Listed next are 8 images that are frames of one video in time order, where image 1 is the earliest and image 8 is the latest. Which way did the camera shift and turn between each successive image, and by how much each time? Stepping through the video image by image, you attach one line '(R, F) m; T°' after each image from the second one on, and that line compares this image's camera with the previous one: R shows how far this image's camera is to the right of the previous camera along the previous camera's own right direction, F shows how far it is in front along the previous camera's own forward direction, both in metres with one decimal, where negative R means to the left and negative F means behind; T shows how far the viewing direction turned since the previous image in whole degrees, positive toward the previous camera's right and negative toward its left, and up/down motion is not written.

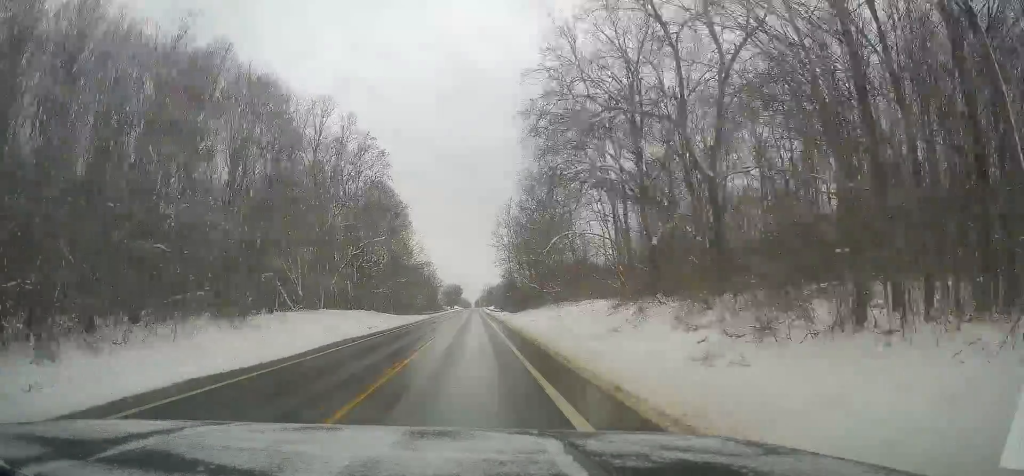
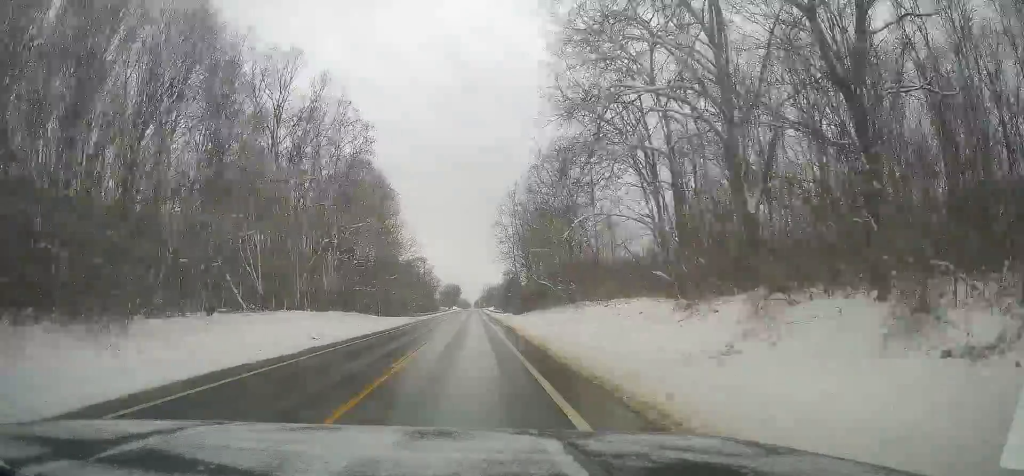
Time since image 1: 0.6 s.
(0.0, +14.3) m; 0°
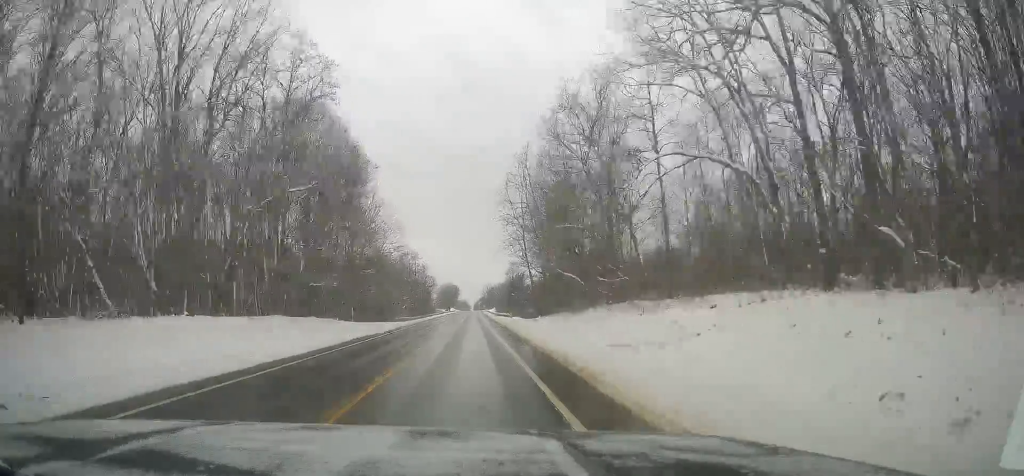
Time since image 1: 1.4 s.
(+0.4, +21.9) m; 0°
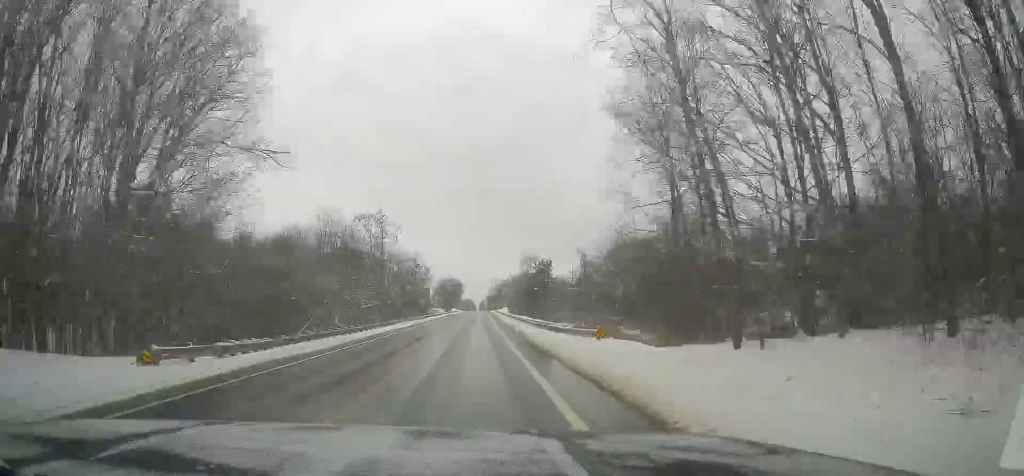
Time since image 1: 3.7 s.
(-0.2, +55.9) m; 0°
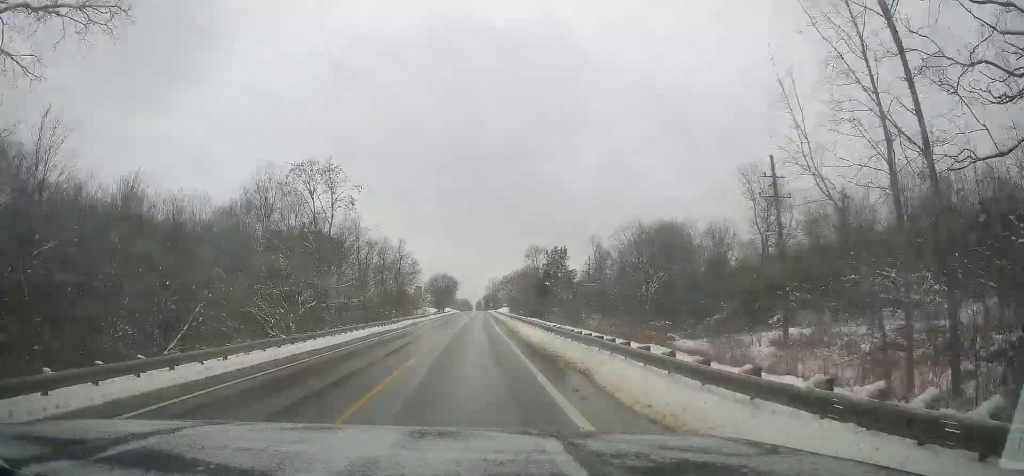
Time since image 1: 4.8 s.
(-0.2, +27.3) m; 0°
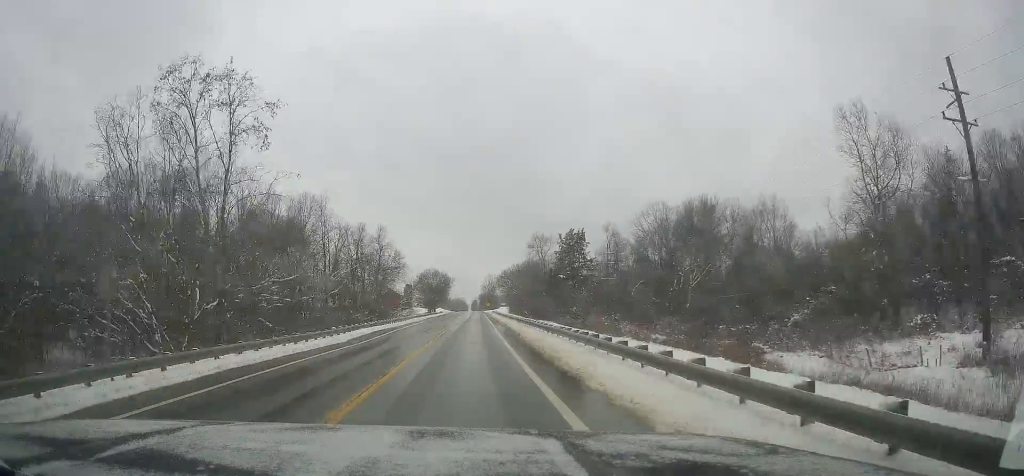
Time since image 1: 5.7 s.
(+0.3, +23.2) m; +1°
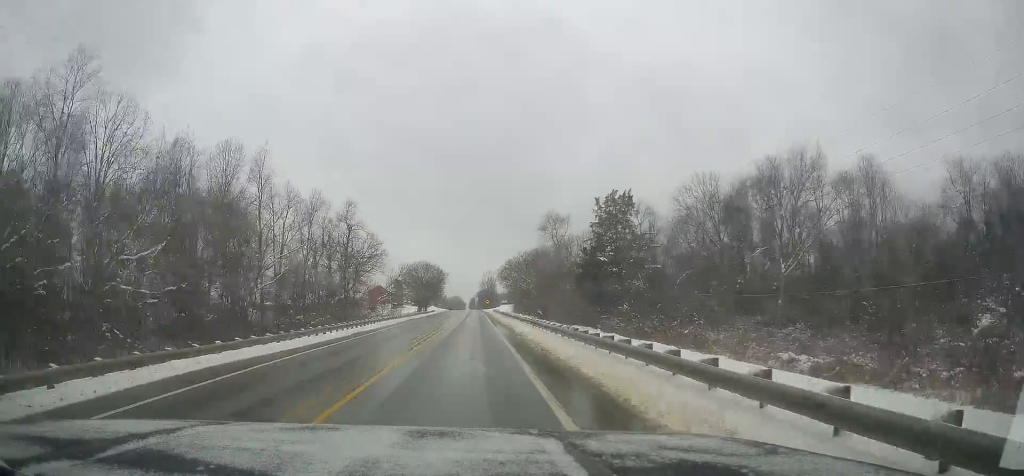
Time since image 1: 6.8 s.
(0.0, +27.9) m; -1°
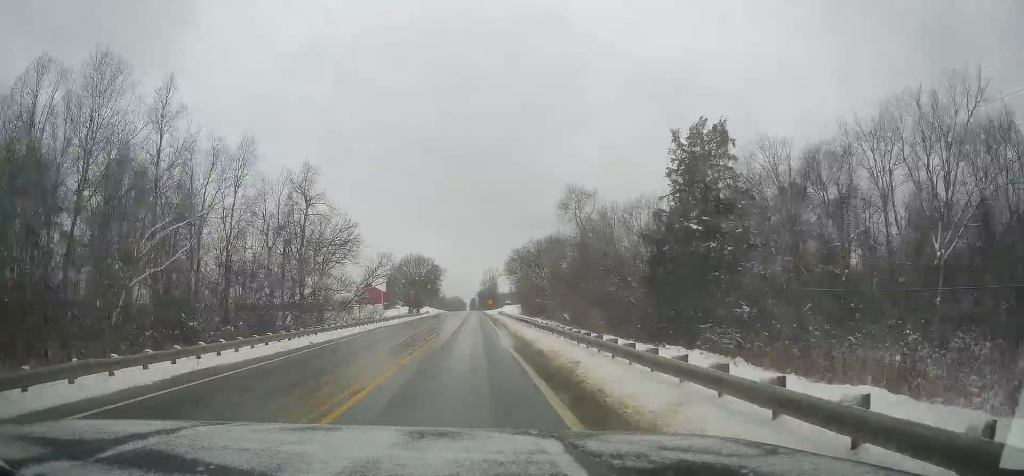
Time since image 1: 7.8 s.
(-0.2, +23.2) m; -1°
